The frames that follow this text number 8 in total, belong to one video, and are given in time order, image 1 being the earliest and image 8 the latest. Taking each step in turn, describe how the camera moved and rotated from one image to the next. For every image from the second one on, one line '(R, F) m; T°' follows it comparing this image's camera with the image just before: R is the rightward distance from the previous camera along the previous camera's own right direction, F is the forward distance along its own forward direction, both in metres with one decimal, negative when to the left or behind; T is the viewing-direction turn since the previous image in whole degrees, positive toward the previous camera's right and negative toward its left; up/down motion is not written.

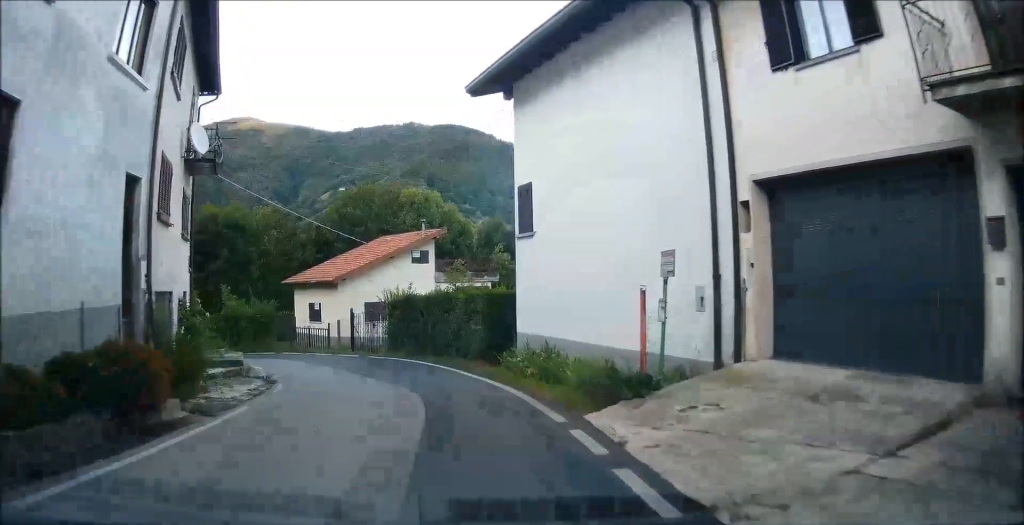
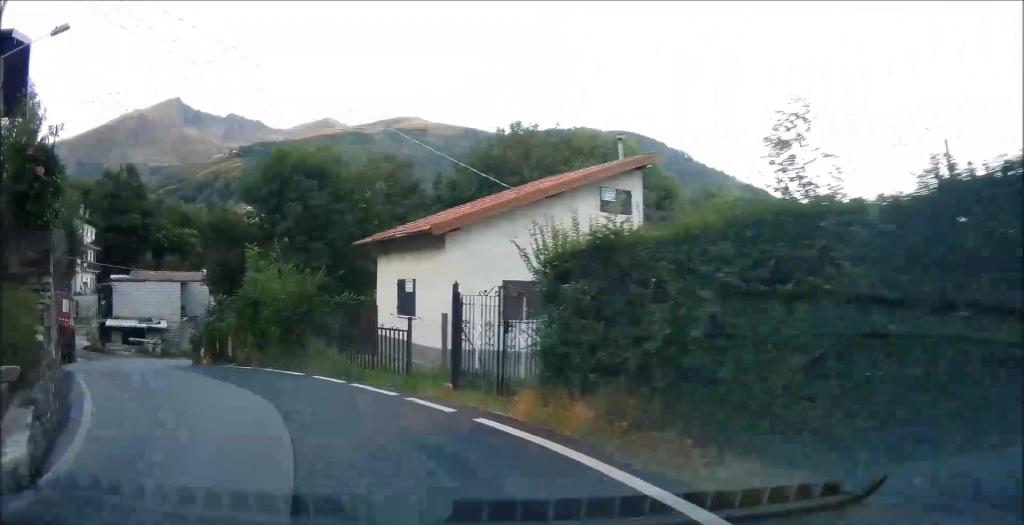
(+0.5, +17.6) m; -5°
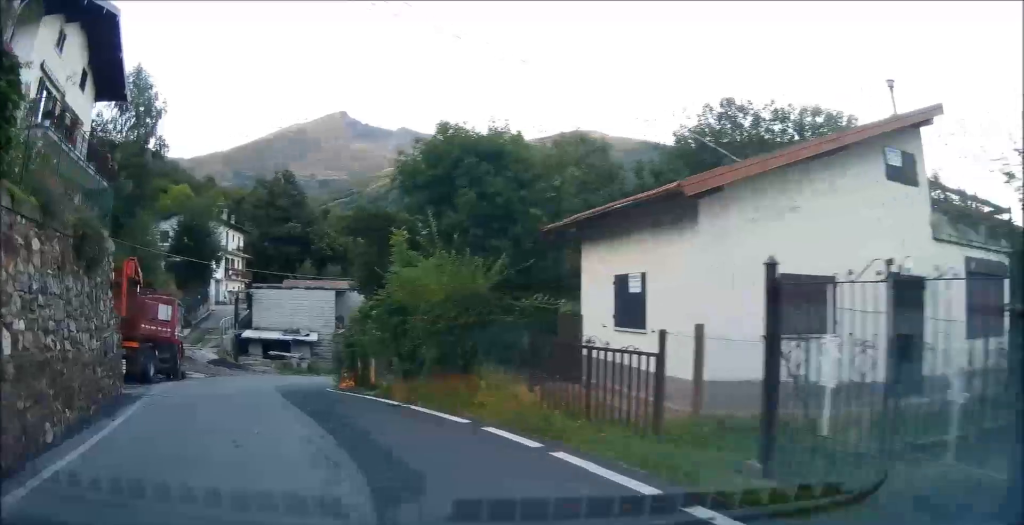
(-0.7, +5.2) m; -17°
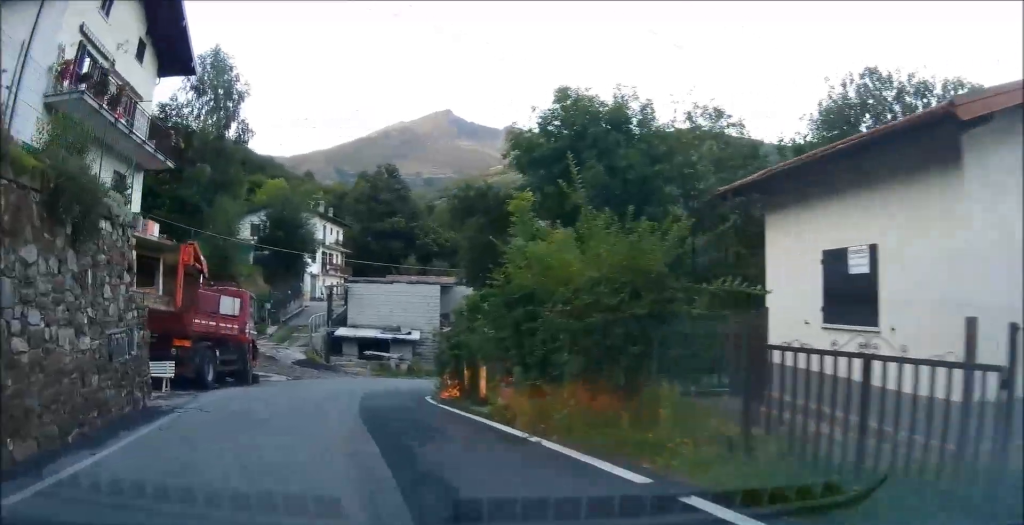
(-0.2, +3.5) m; -14°
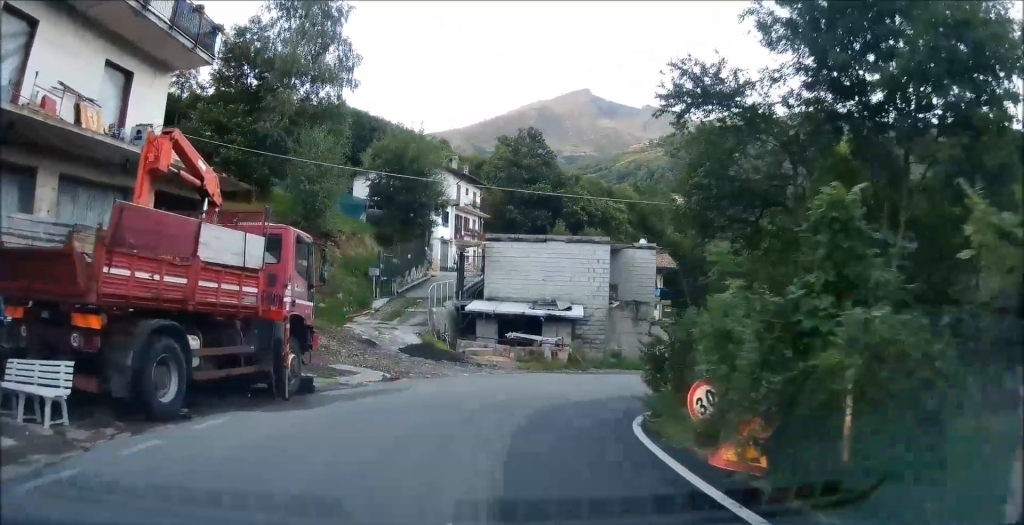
(-2.6, +8.6) m; -19°
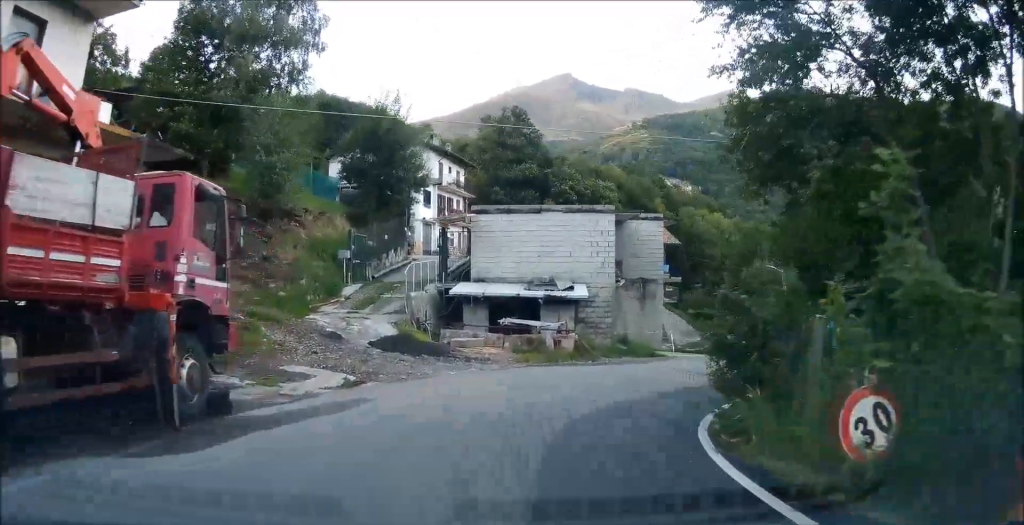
(-0.1, +3.5) m; 0°
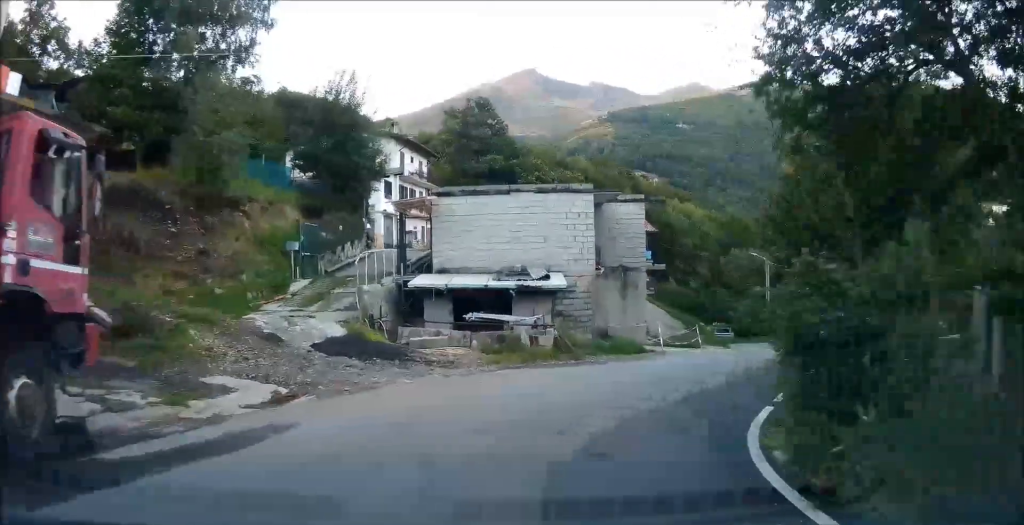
(+0.1, +2.6) m; +1°
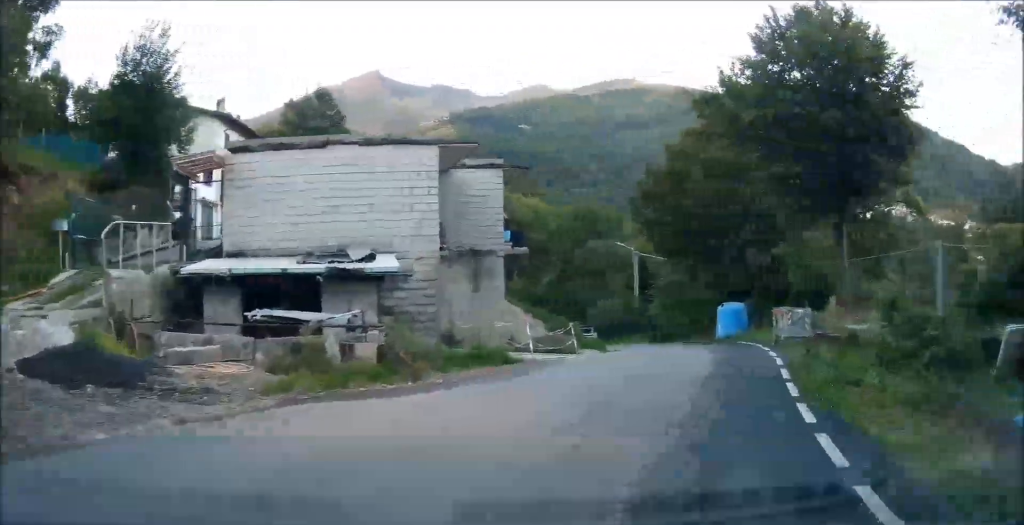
(+0.1, +6.3) m; +10°
